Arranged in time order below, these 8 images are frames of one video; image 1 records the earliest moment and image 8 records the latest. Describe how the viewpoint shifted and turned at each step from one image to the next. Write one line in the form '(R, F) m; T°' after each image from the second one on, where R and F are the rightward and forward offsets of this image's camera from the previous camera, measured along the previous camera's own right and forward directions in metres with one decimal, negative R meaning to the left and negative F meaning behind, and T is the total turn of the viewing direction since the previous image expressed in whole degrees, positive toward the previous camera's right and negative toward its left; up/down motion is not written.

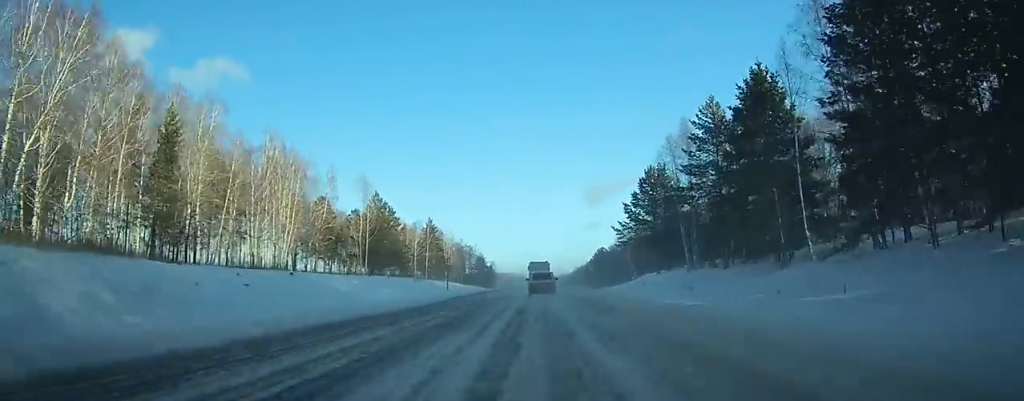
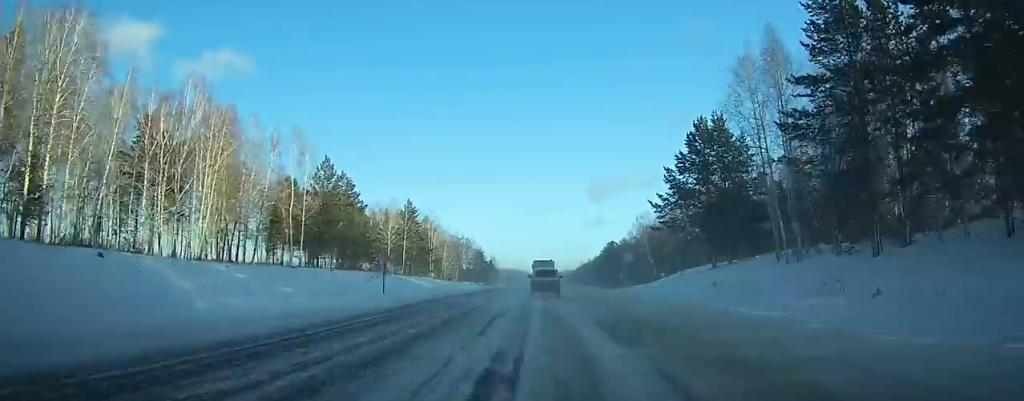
(0.0, +25.5) m; 0°
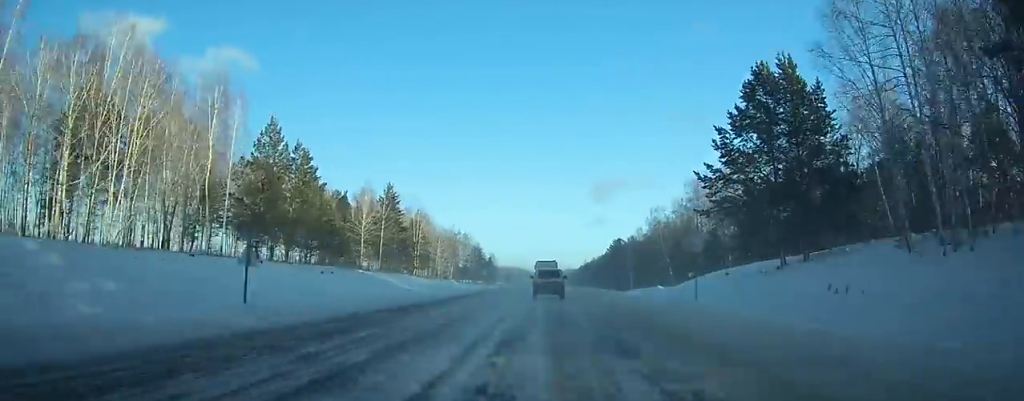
(0.0, +16.5) m; 0°
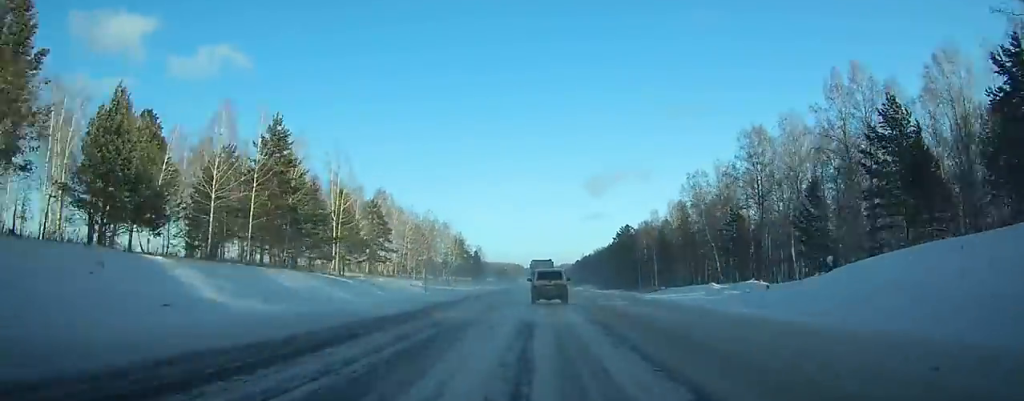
(-0.1, +38.8) m; -1°
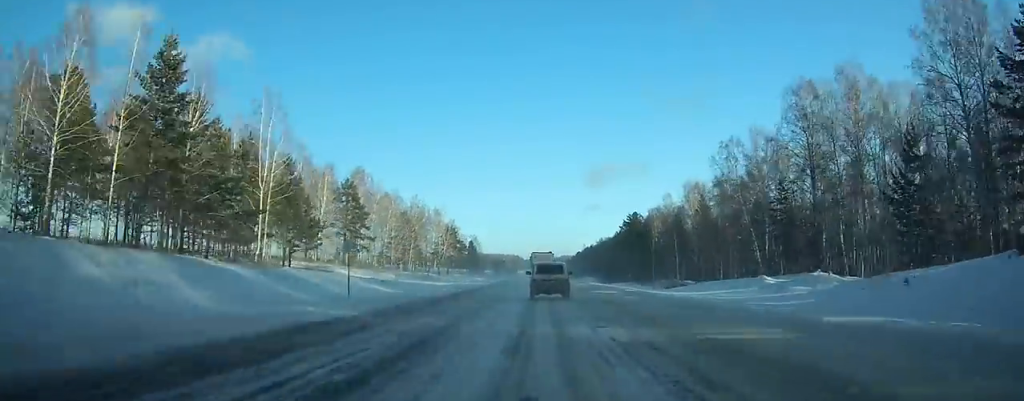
(-0.2, +17.5) m; 0°
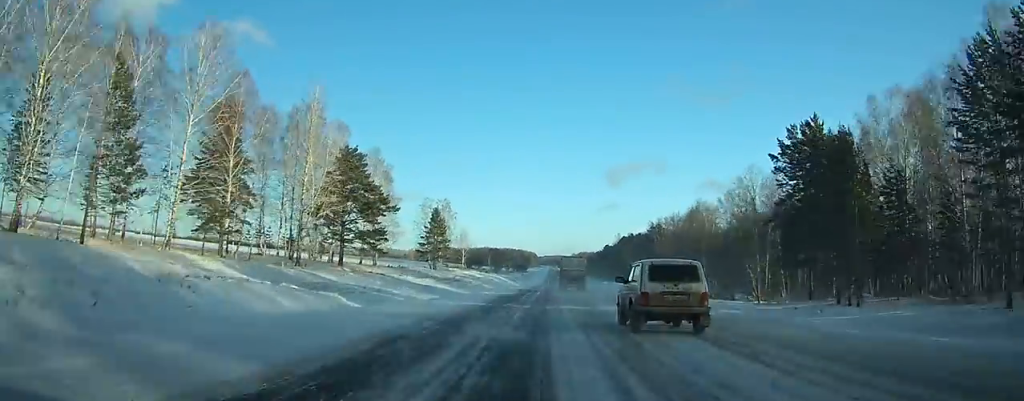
(-1.3, +114.2) m; -2°
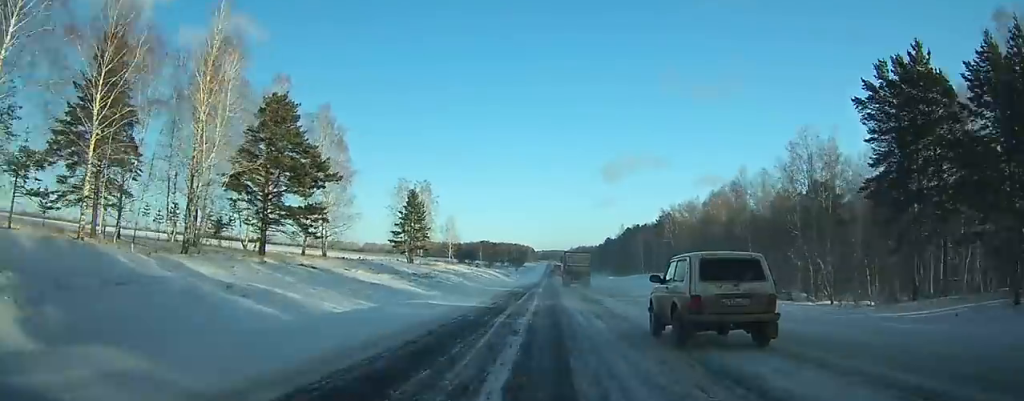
(-0.1, +22.1) m; 0°
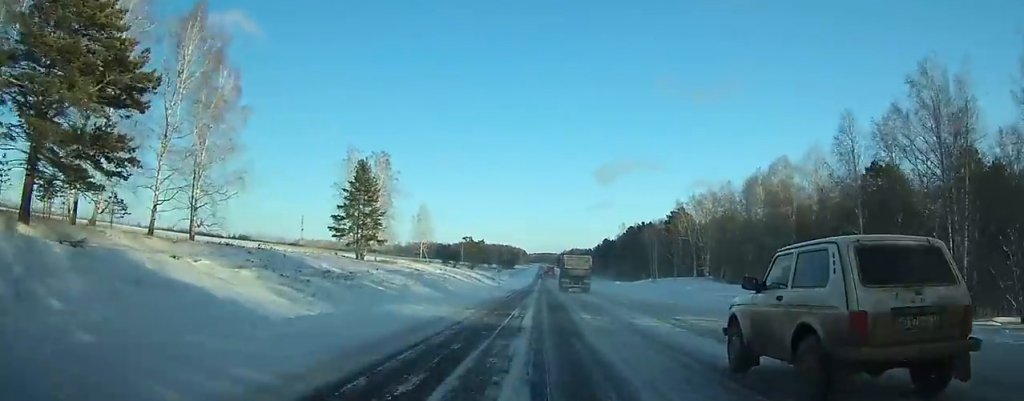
(+0.1, +29.3) m; +1°
